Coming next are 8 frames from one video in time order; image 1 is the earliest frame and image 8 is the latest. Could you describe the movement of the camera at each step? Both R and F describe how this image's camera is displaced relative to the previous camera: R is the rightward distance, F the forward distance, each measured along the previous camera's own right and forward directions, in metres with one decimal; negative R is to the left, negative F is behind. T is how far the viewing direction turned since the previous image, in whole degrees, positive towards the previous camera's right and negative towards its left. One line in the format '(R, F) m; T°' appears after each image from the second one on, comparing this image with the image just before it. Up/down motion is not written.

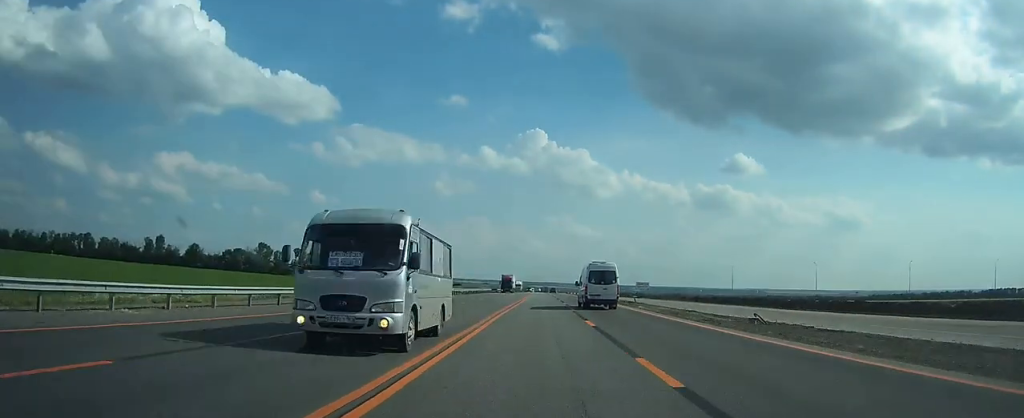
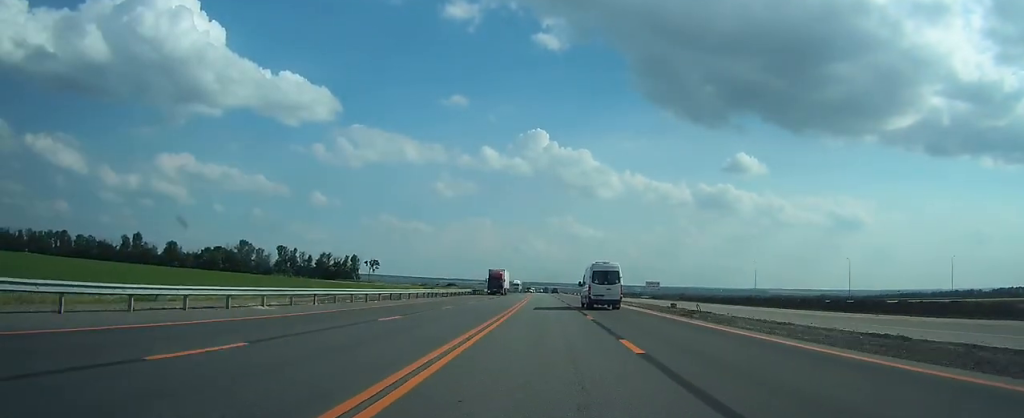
(0.0, +19.8) m; 0°
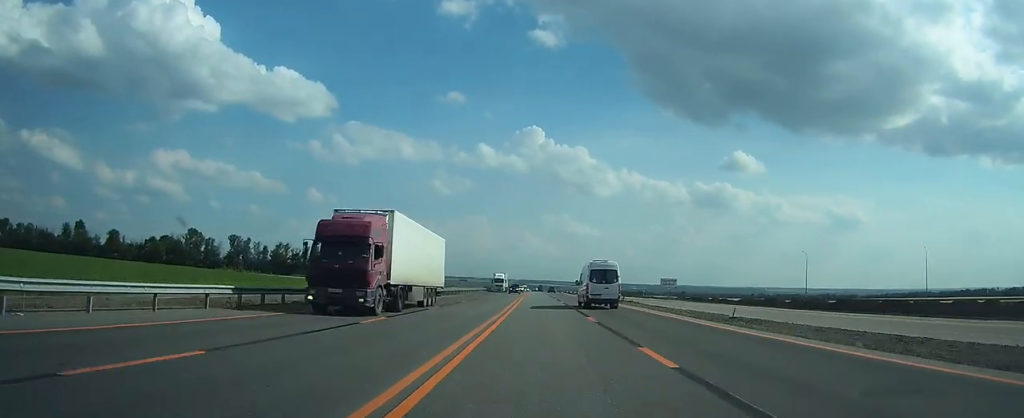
(+0.1, +37.4) m; 0°
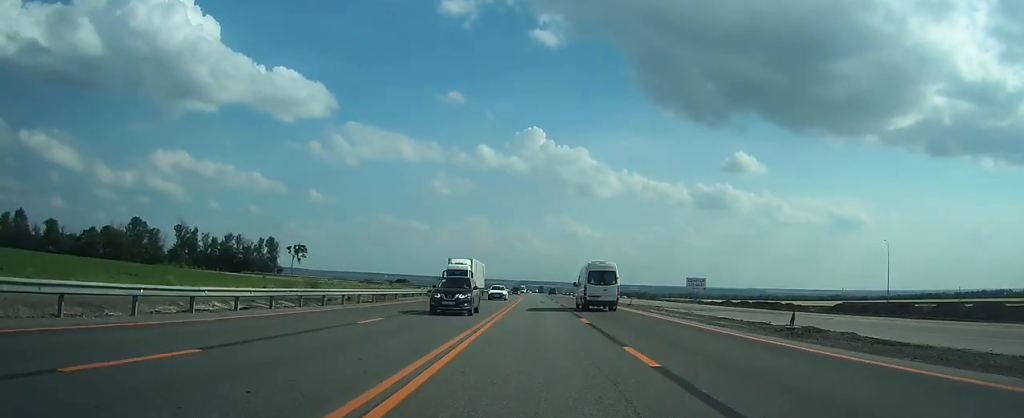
(0.0, +35.3) m; 0°
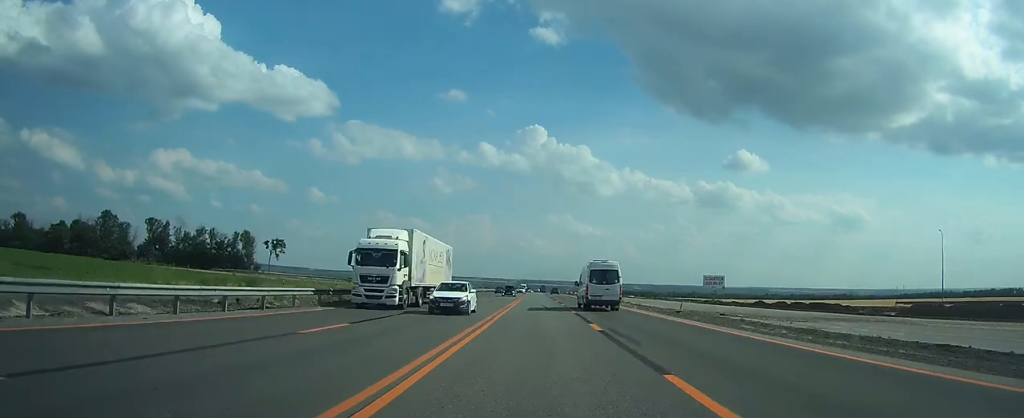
(0.0, +16.0) m; 0°
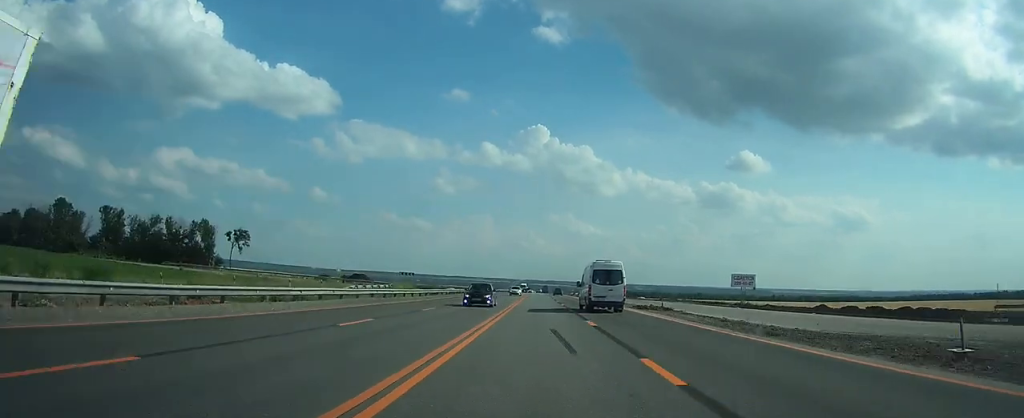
(0.0, +21.5) m; 0°
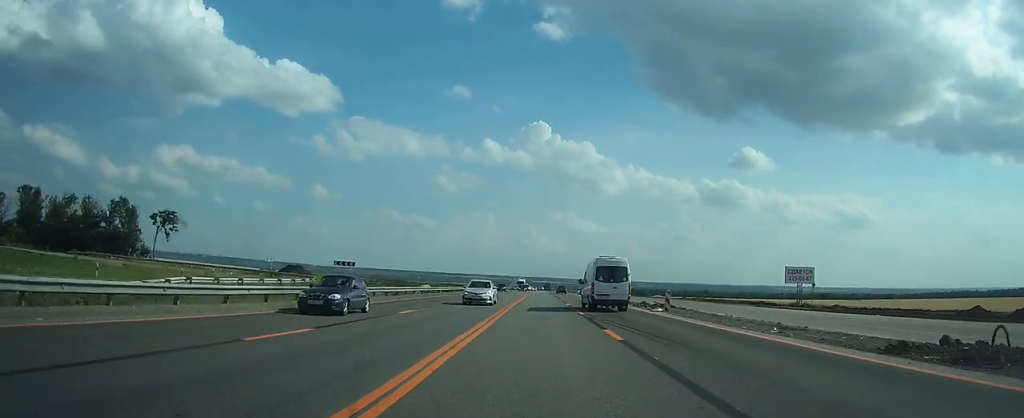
(0.0, +29.7) m; 0°
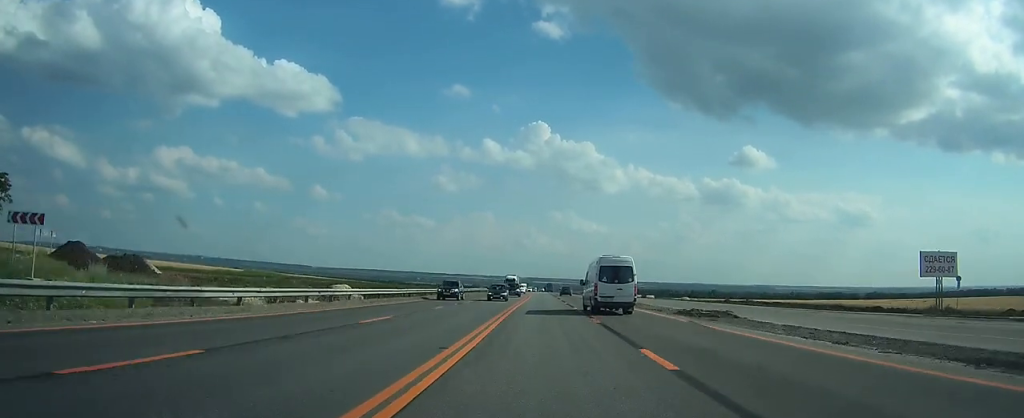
(-0.2, +40.9) m; 0°
